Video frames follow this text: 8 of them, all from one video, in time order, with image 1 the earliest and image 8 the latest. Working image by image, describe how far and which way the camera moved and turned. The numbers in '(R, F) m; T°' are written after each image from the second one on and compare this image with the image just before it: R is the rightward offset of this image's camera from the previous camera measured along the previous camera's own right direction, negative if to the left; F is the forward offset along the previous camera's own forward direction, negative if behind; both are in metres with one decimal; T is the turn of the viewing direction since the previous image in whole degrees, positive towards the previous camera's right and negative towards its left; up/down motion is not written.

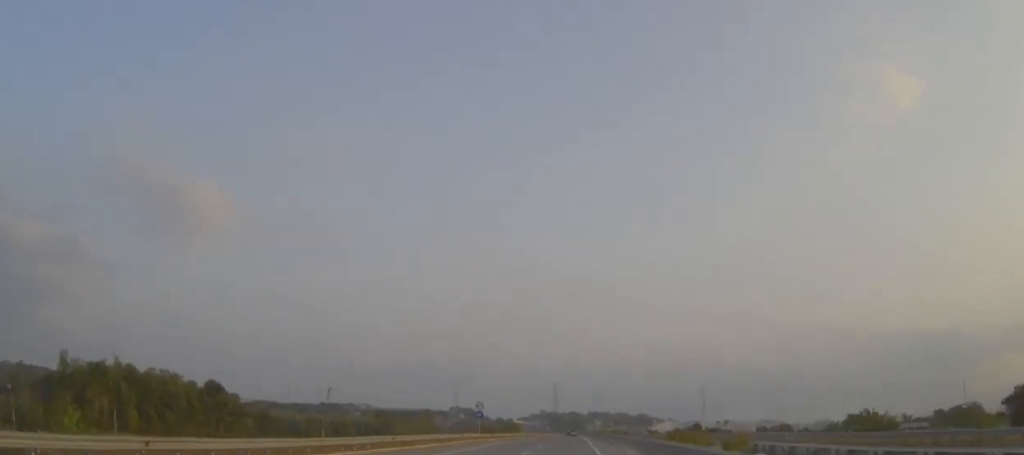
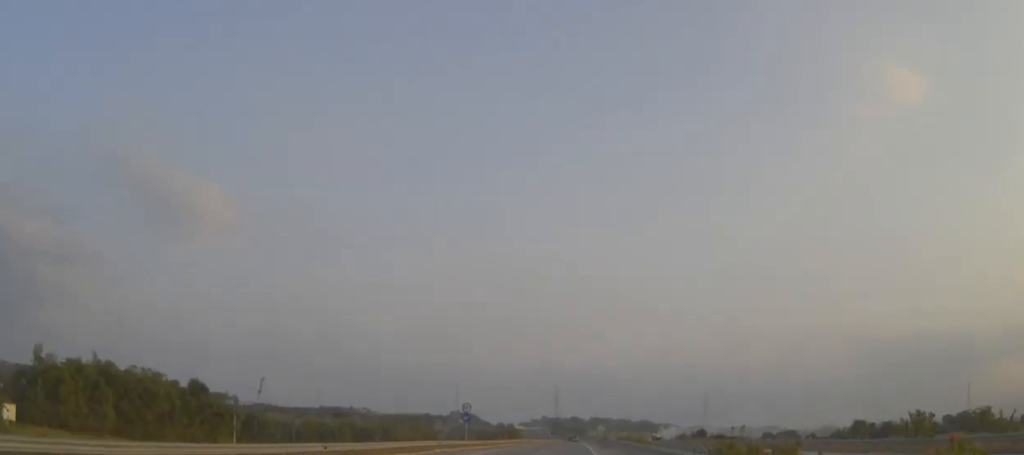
(0.0, +11.3) m; 0°
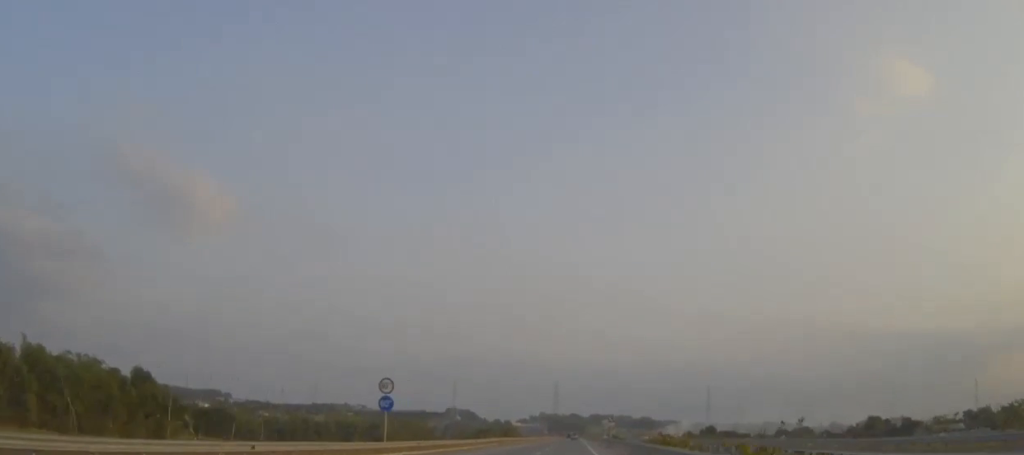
(0.0, +31.1) m; 0°
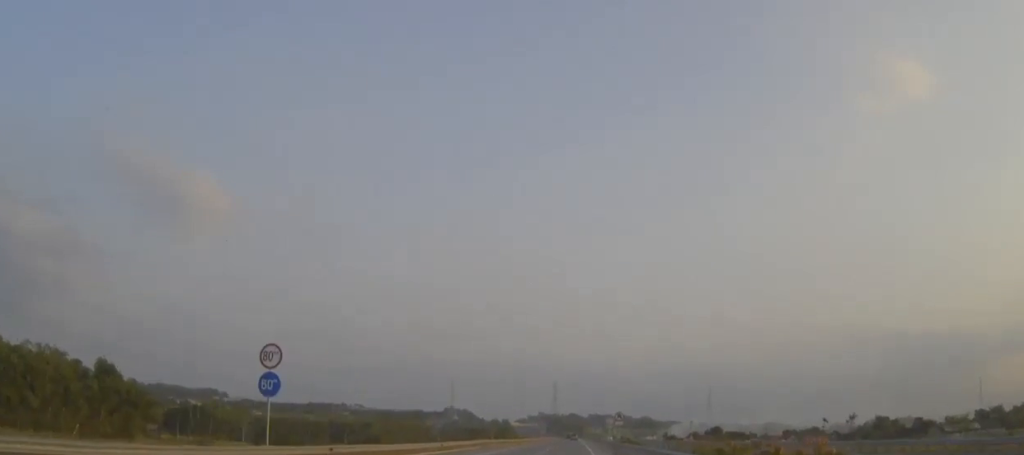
(-0.1, +16.8) m; 0°
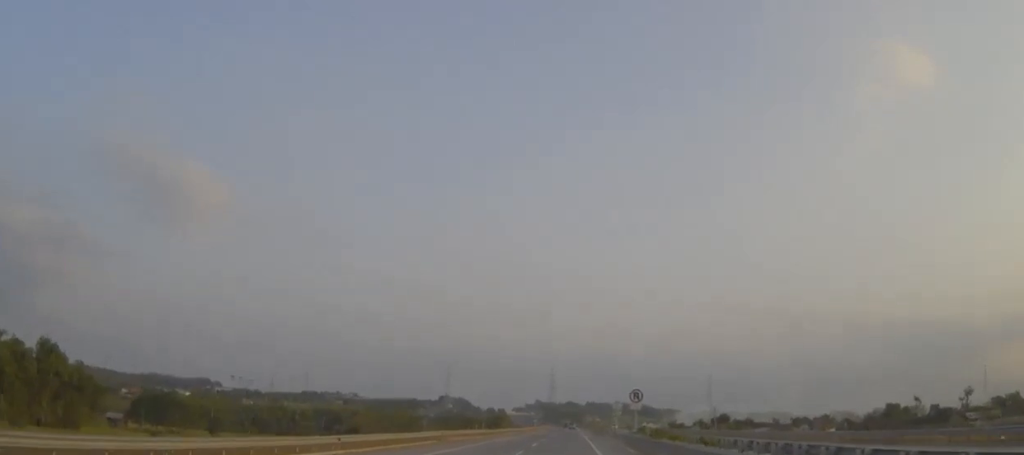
(+0.1, +22.9) m; 0°
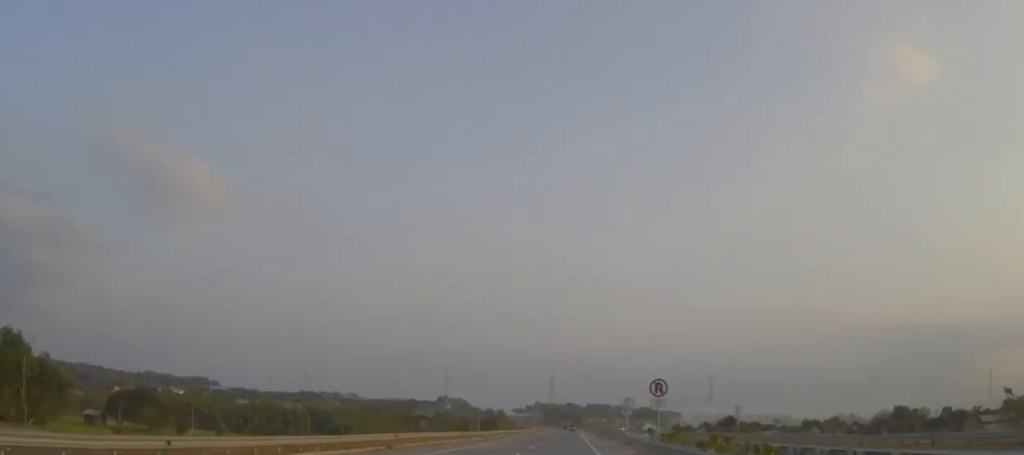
(0.0, +13.6) m; 0°
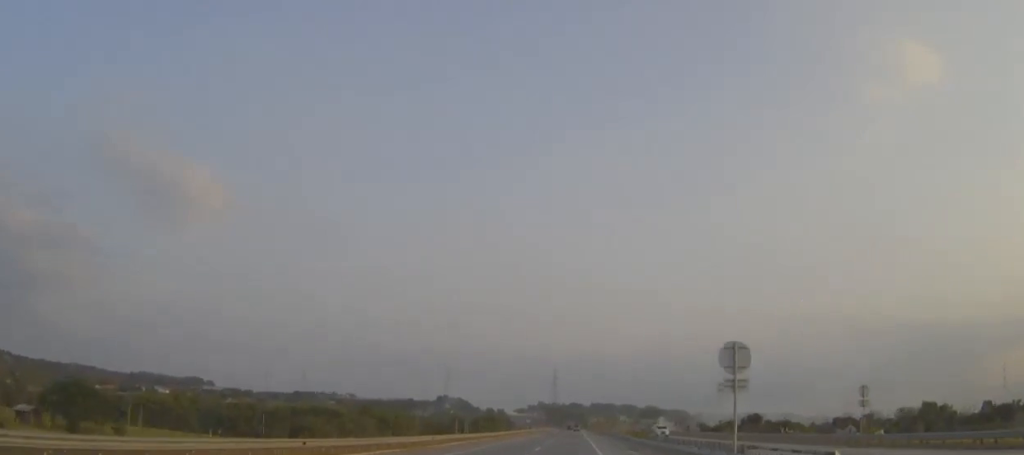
(-0.1, +39.1) m; 0°
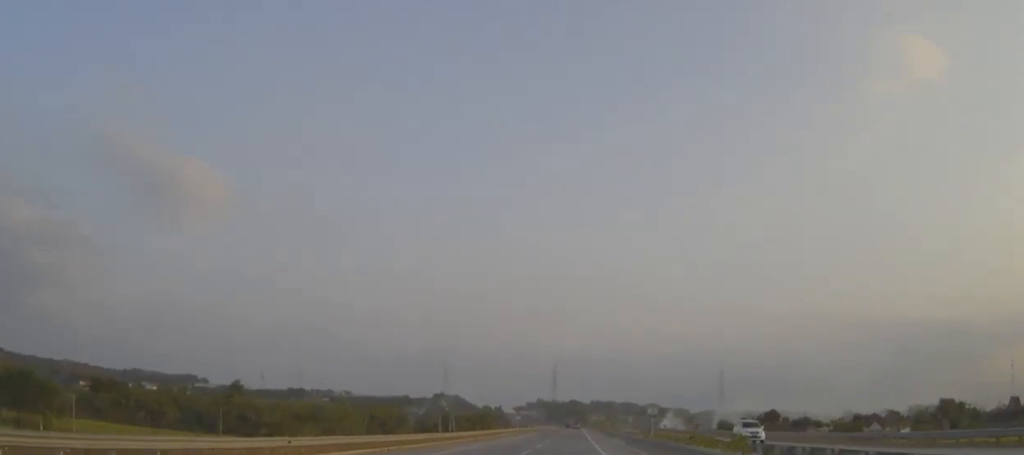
(0.0, +25.8) m; 0°
